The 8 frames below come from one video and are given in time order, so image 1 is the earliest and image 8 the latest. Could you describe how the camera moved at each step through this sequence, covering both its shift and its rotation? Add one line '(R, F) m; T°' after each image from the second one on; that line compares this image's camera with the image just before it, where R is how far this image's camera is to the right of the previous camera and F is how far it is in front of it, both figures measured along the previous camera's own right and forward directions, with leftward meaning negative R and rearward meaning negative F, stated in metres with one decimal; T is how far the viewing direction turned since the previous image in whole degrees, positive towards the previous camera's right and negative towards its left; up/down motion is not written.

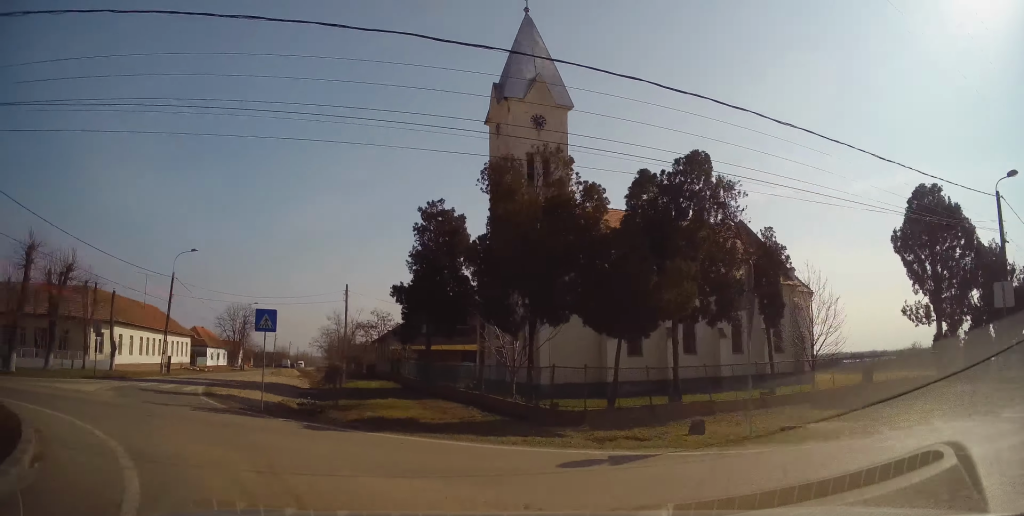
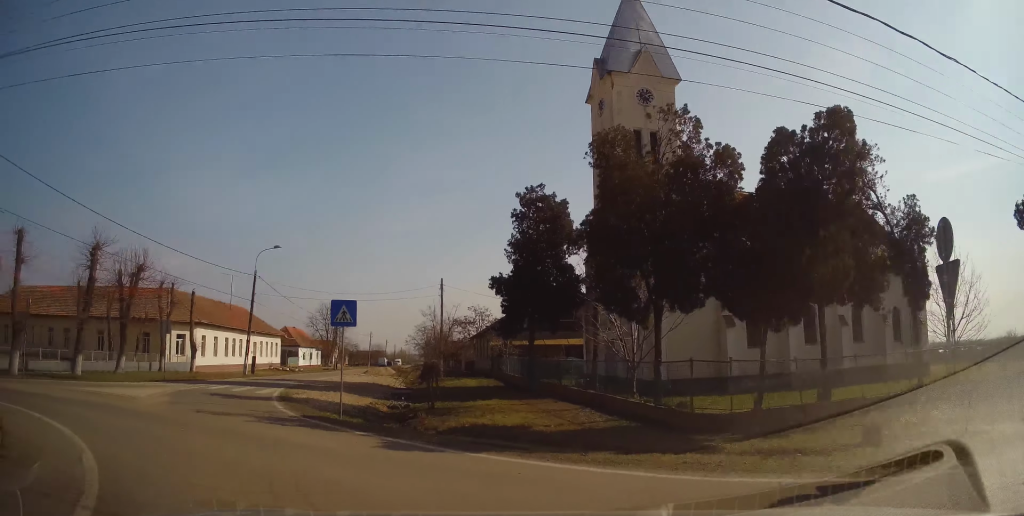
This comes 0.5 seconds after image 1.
(+0.2, +2.3) m; -9°
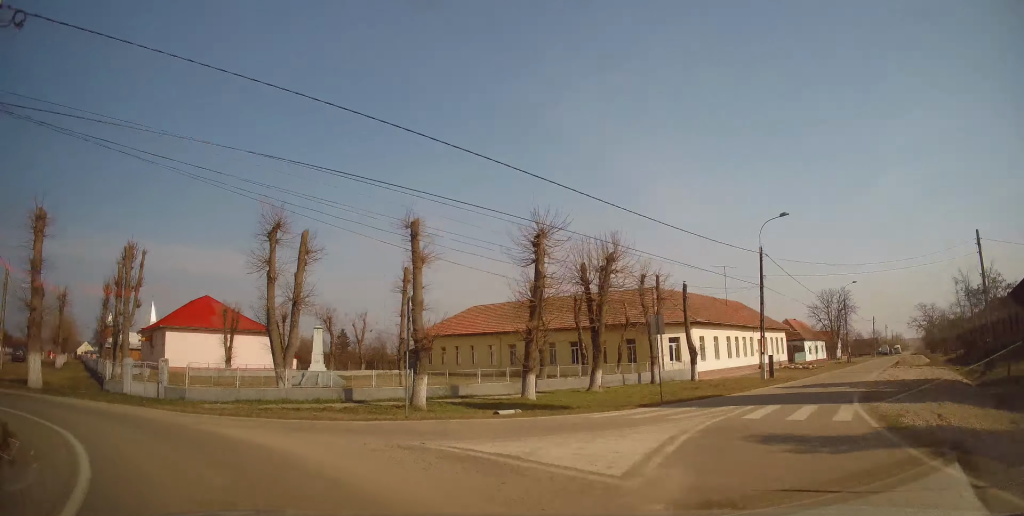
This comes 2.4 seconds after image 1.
(-4.6, +7.1) m; -53°
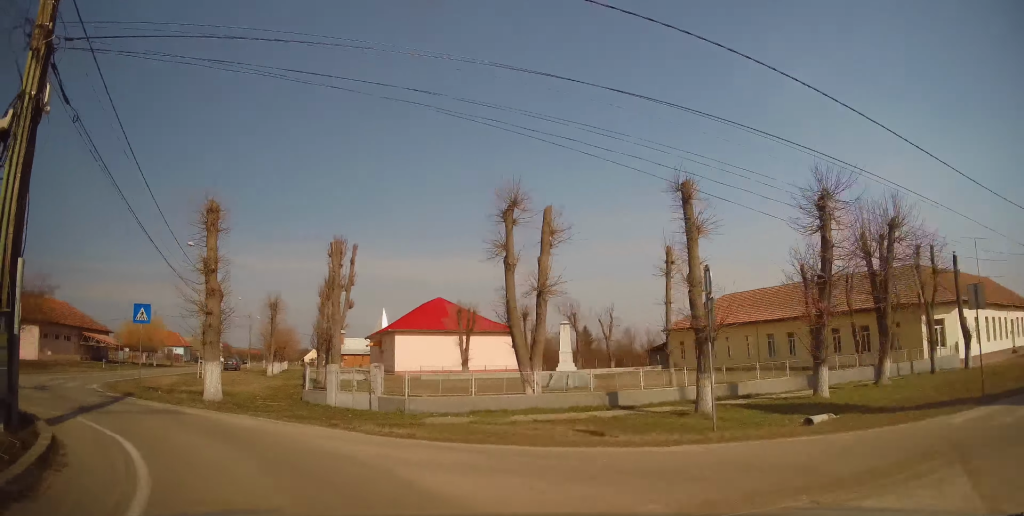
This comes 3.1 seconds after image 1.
(-0.3, +3.9) m; -19°
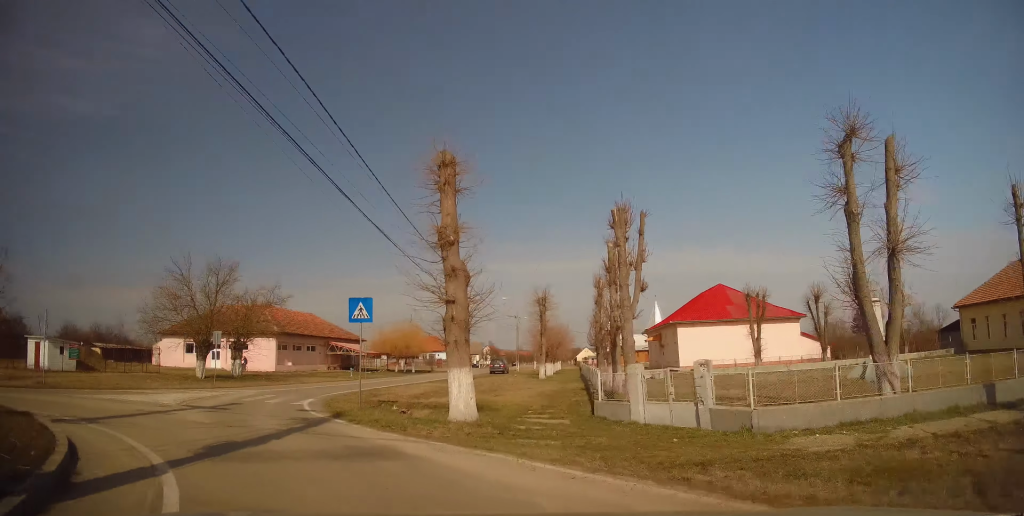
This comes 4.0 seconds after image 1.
(-1.0, +4.4) m; -28°
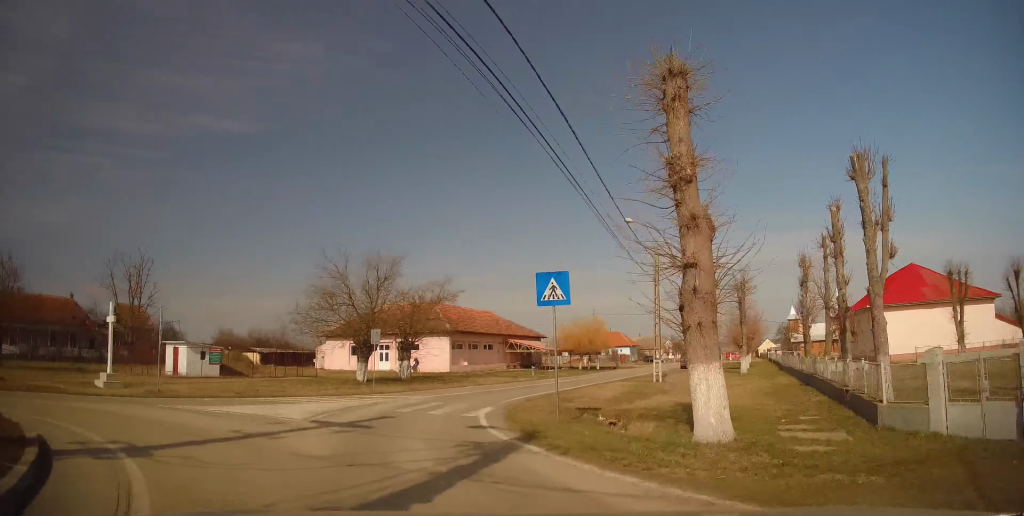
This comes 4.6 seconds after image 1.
(-0.5, +3.6) m; -20°
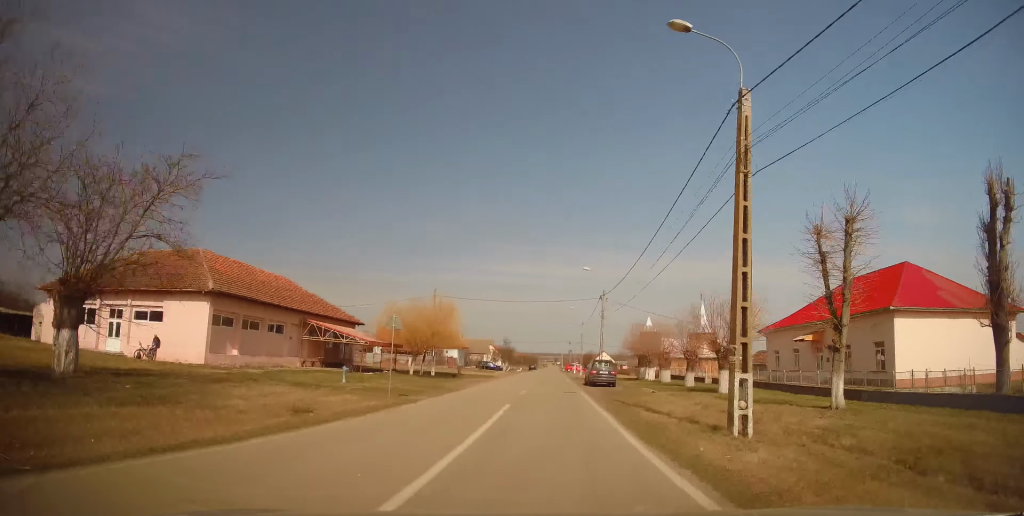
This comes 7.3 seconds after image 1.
(-0.8, +21.8) m; +13°
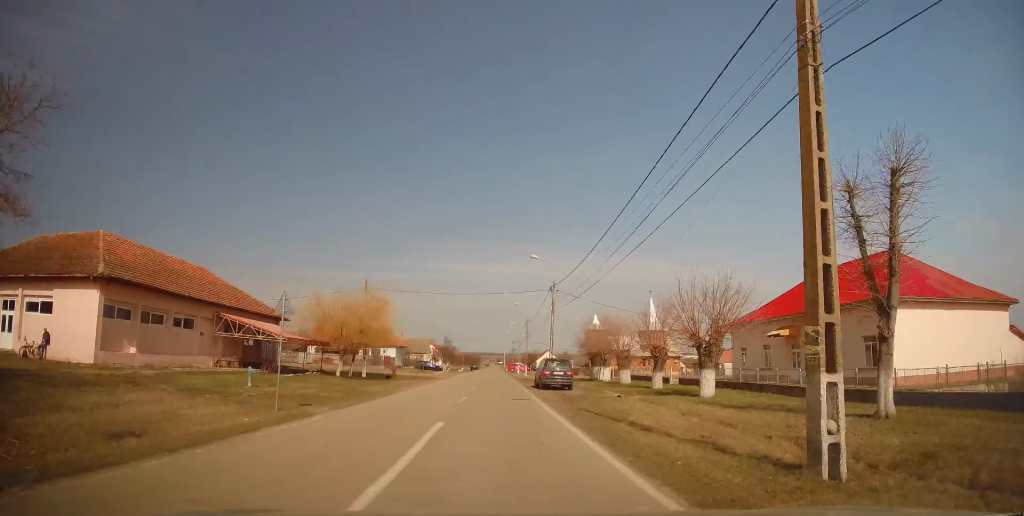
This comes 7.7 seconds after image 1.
(+0.2, +4.6) m; +5°
